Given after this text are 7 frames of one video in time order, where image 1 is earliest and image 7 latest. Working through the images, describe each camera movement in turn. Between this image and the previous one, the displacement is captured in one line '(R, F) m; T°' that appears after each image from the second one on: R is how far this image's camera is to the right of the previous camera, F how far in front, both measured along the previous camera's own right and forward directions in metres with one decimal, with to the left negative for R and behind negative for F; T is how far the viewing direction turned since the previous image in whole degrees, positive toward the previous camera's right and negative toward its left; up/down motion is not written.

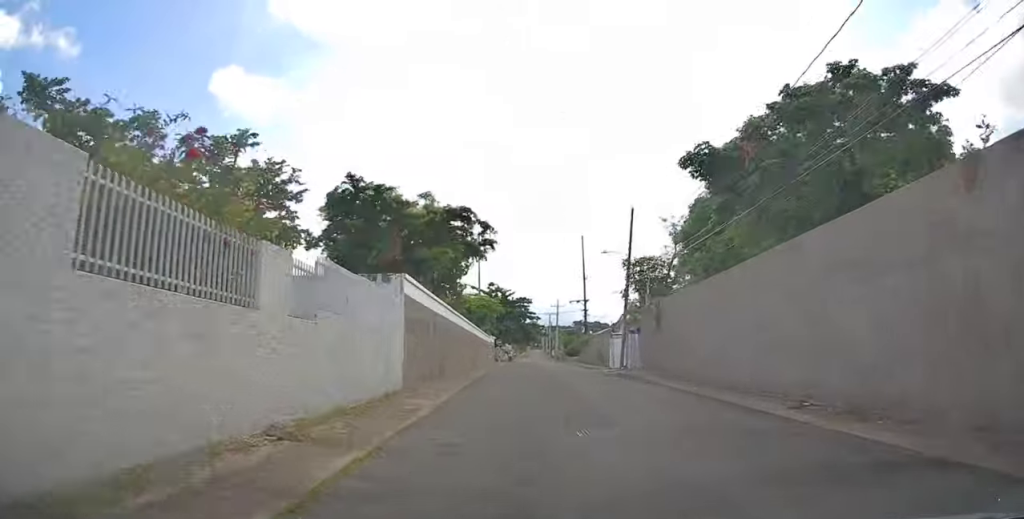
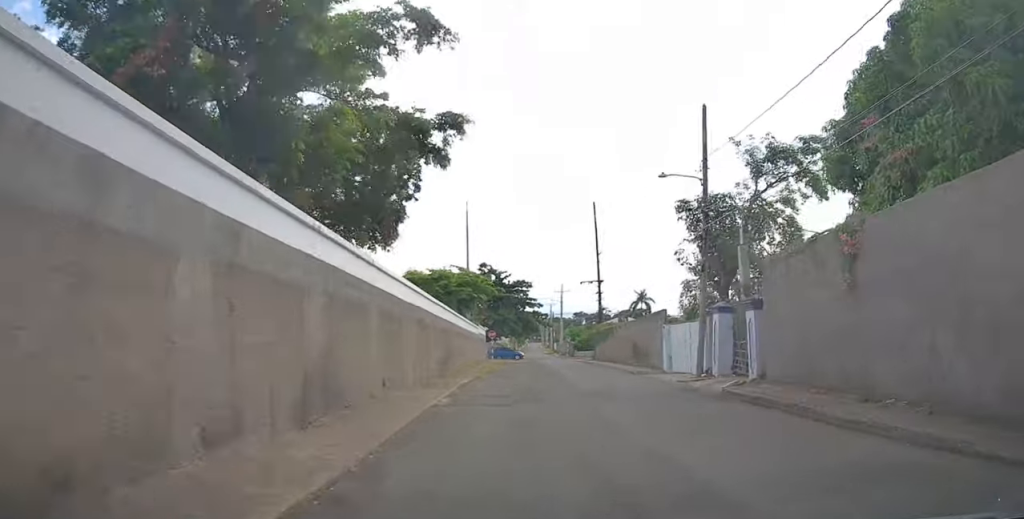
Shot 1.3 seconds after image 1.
(0.0, +14.7) m; 0°
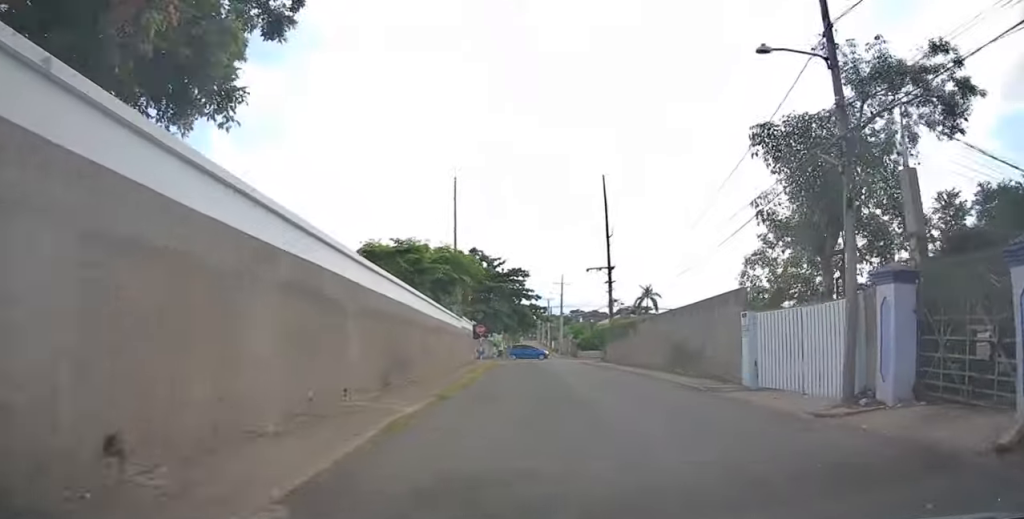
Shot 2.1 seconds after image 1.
(0.0, +9.3) m; 0°
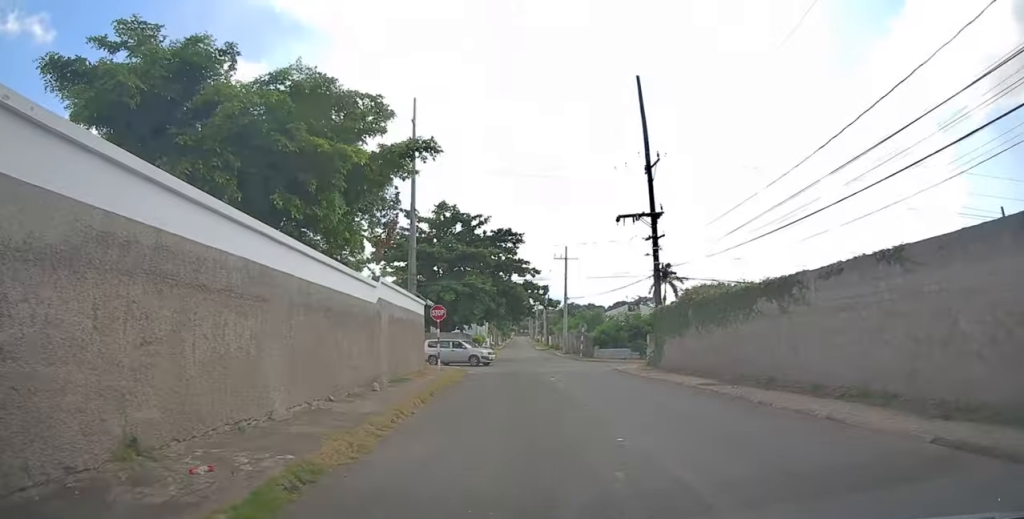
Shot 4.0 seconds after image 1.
(+0.1, +19.3) m; +2°
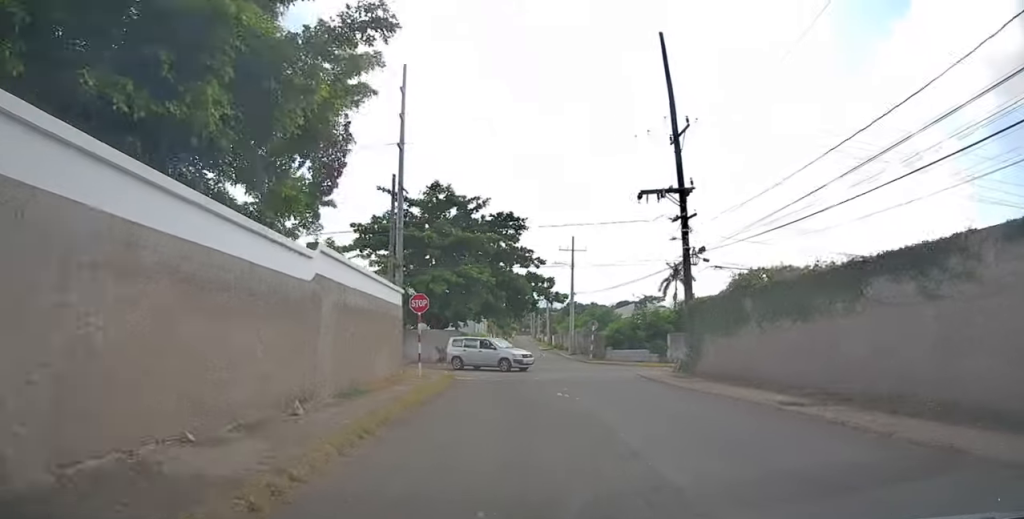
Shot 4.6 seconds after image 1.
(+0.2, +5.3) m; 0°
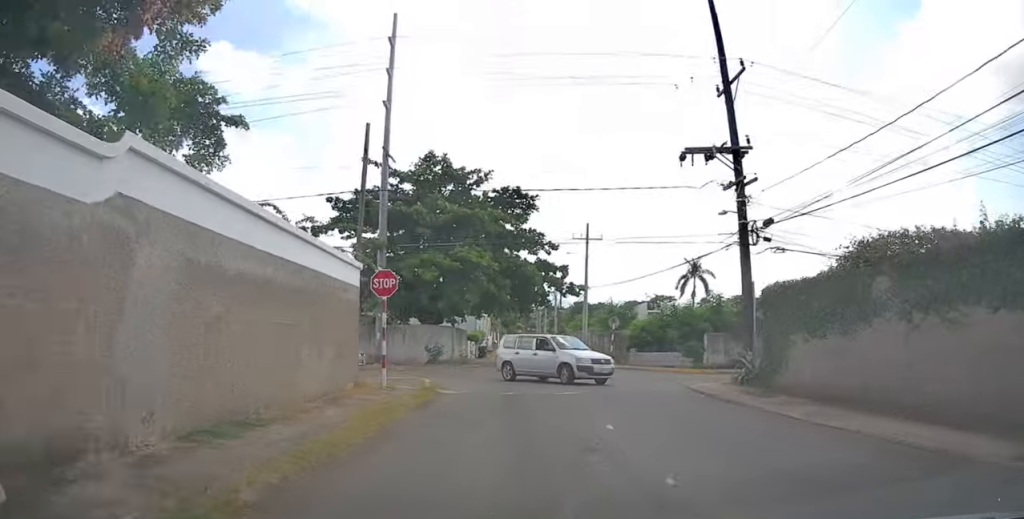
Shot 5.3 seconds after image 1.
(0.0, +6.5) m; -1°
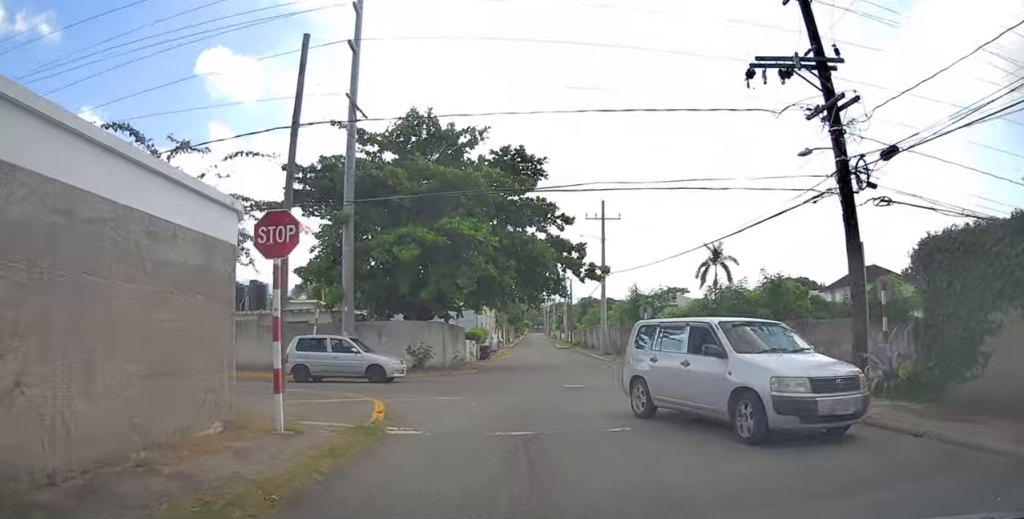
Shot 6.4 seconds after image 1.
(-0.2, +7.3) m; -1°
